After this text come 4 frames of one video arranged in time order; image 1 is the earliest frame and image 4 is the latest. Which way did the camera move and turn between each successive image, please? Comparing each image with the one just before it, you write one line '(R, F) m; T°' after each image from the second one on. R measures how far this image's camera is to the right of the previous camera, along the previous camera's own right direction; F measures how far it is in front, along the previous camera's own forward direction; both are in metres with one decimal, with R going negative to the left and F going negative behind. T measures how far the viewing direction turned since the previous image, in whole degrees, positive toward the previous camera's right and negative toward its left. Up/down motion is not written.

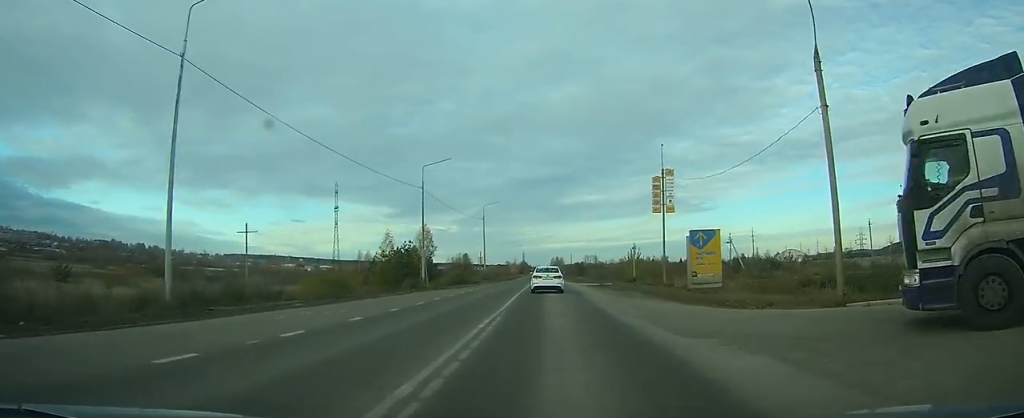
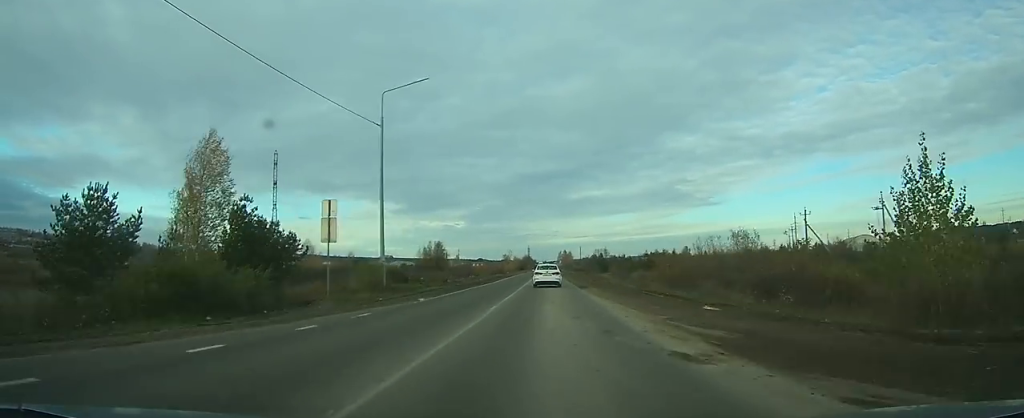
(+0.7, +54.8) m; 0°
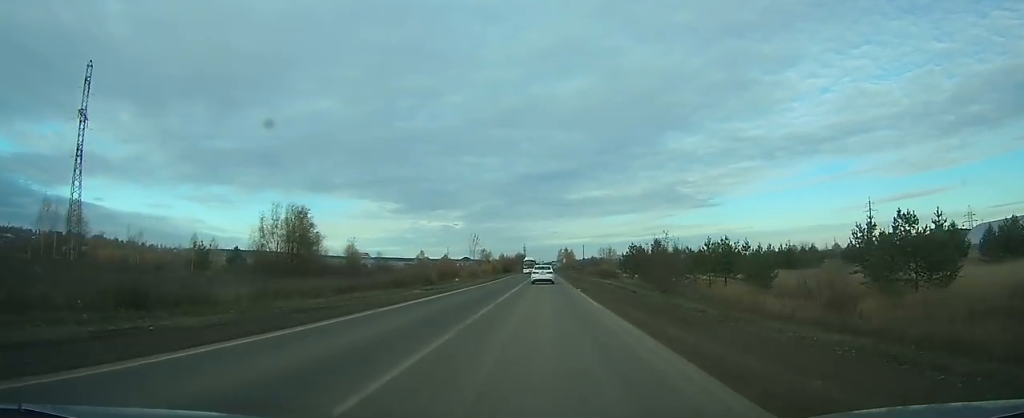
(-0.6, +81.6) m; 0°
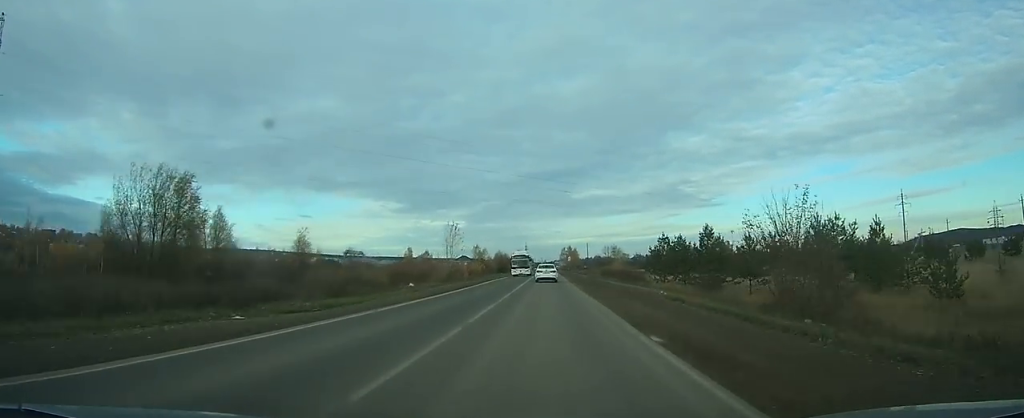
(+0.1, +23.5) m; 0°
